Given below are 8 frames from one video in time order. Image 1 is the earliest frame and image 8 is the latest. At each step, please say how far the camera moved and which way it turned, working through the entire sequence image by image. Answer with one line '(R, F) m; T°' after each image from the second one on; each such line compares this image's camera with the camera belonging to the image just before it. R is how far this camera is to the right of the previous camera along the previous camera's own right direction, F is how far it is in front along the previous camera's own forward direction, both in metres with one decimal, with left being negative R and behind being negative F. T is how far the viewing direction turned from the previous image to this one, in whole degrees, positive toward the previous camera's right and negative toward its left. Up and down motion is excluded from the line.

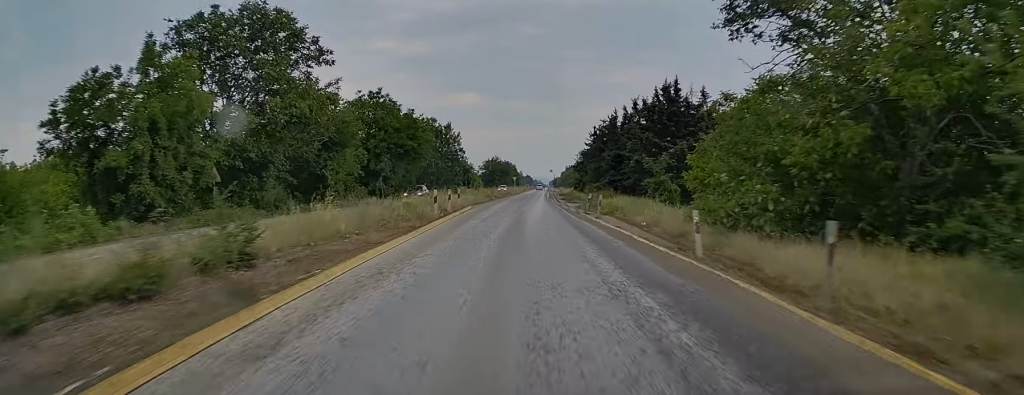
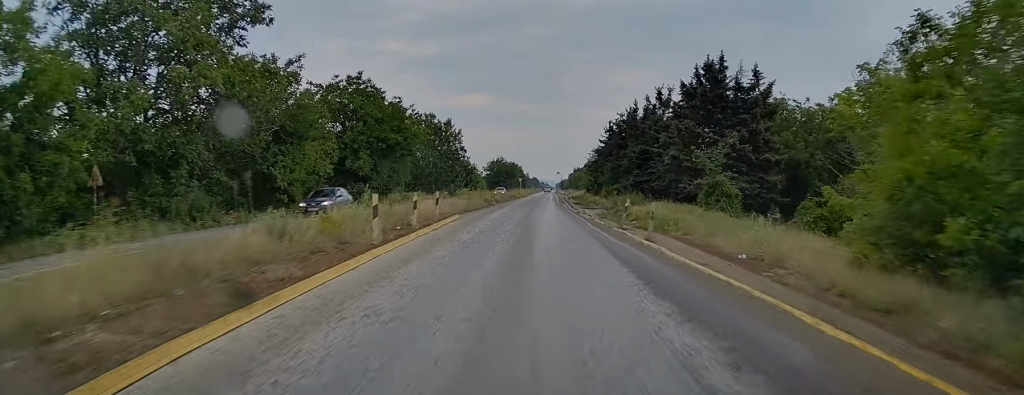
(-0.1, +10.1) m; -1°
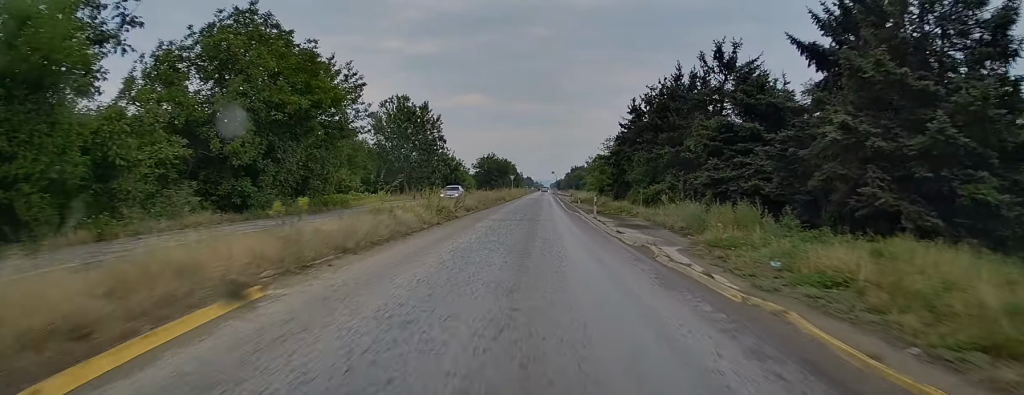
(-0.1, +21.3) m; 0°
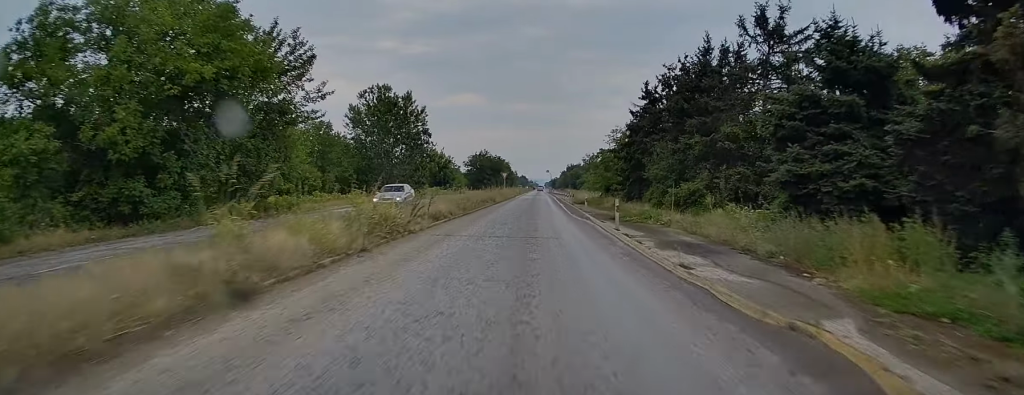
(+0.1, +9.0) m; 0°
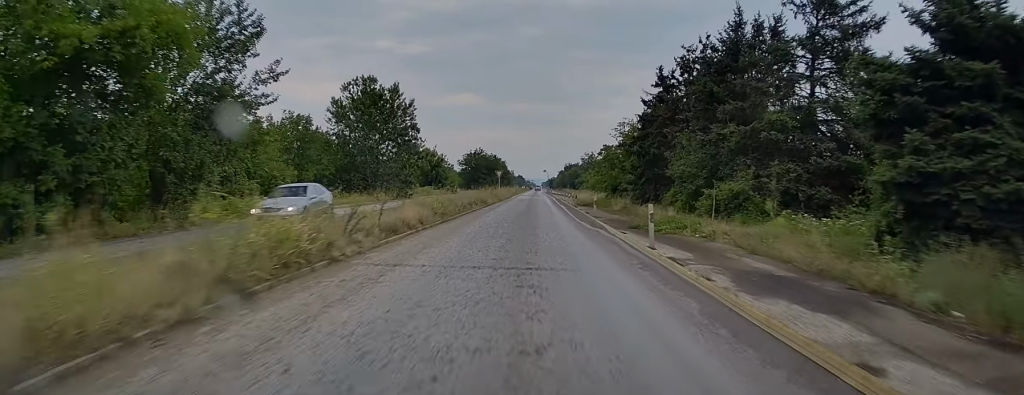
(-0.2, +6.4) m; 0°
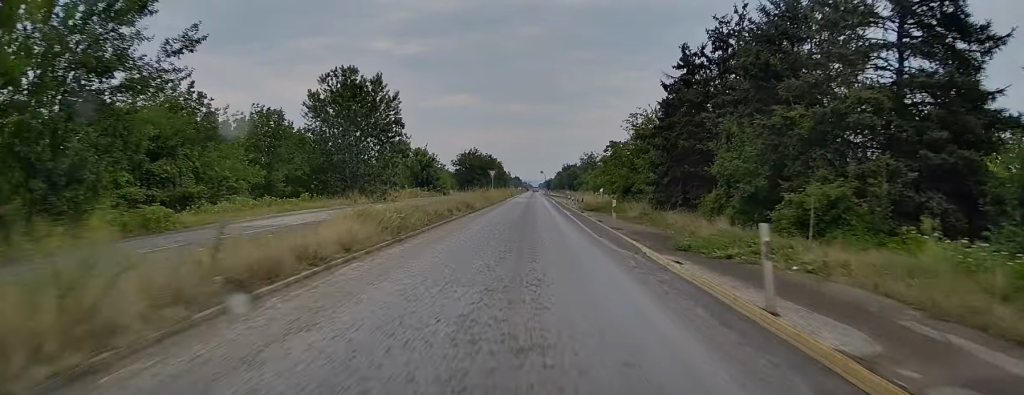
(-0.1, +7.5) m; 0°
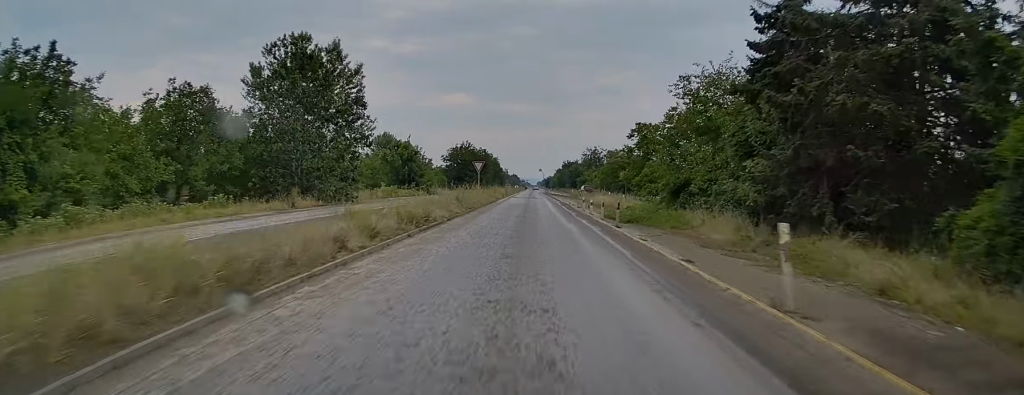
(+0.4, +15.0) m; 0°
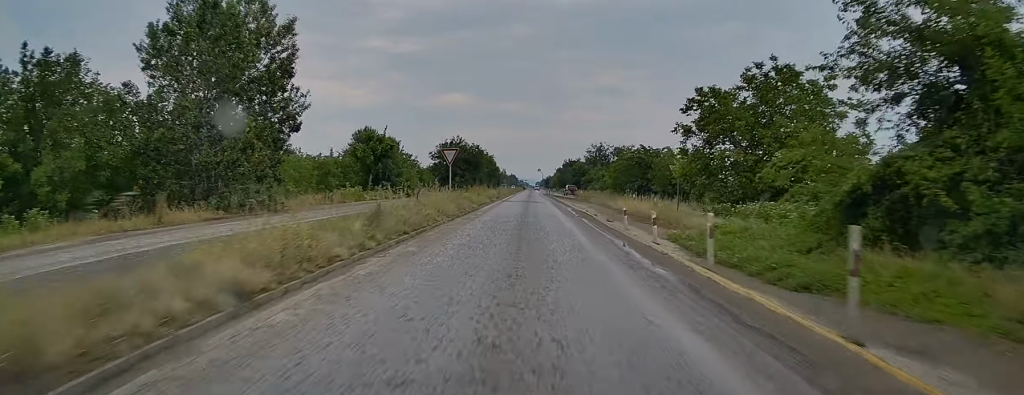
(-0.3, +16.1) m; 0°
